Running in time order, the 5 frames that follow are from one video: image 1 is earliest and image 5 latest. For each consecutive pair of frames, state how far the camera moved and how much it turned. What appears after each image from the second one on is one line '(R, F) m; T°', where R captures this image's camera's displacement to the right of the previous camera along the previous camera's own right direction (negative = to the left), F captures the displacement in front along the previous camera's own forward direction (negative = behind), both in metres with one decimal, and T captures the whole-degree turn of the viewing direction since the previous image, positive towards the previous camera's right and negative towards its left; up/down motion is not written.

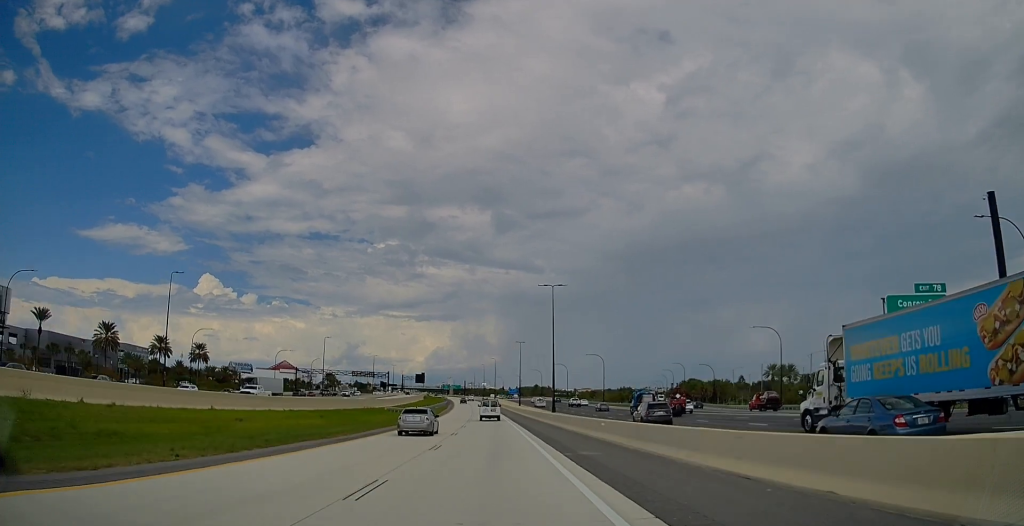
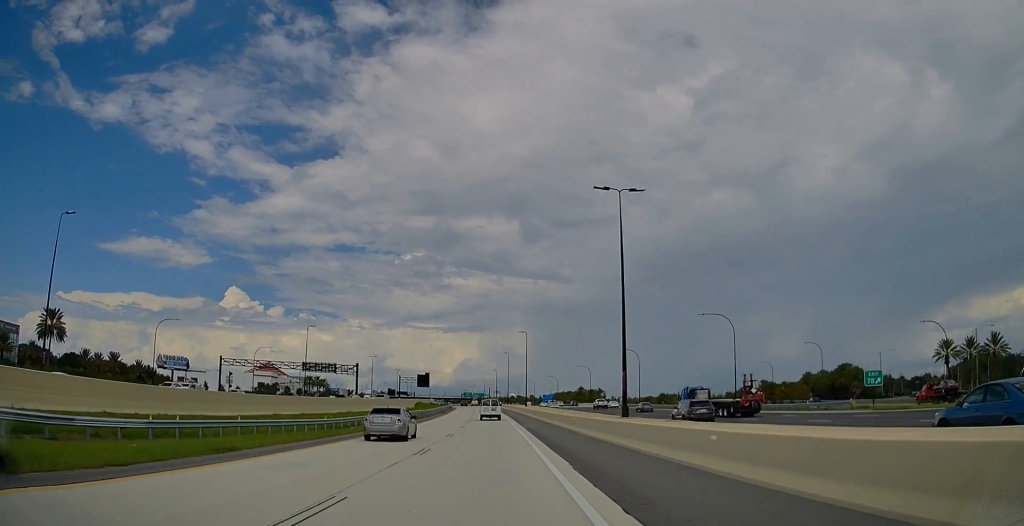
(-1.2, +86.8) m; -2°
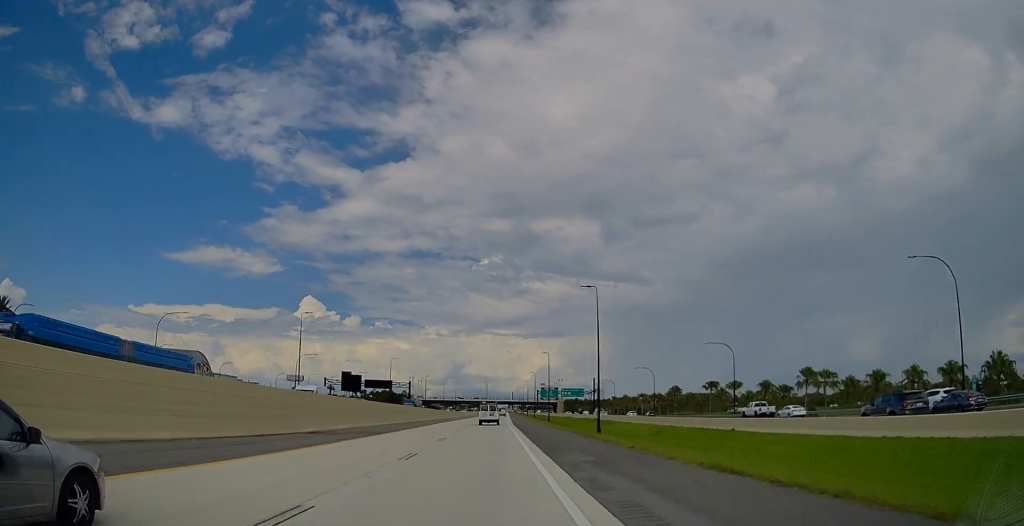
(-18.2, +293.1) m; -7°
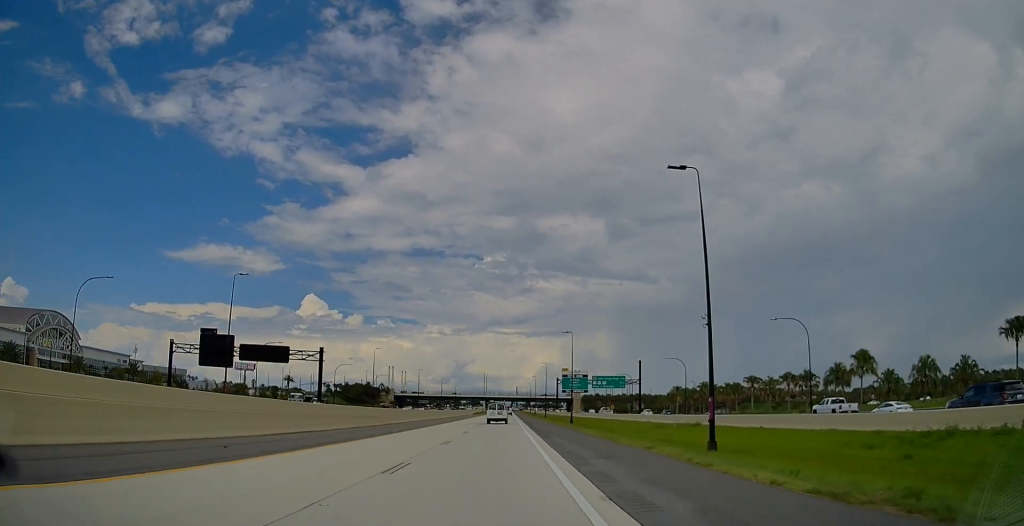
(-0.9, +89.9) m; -1°
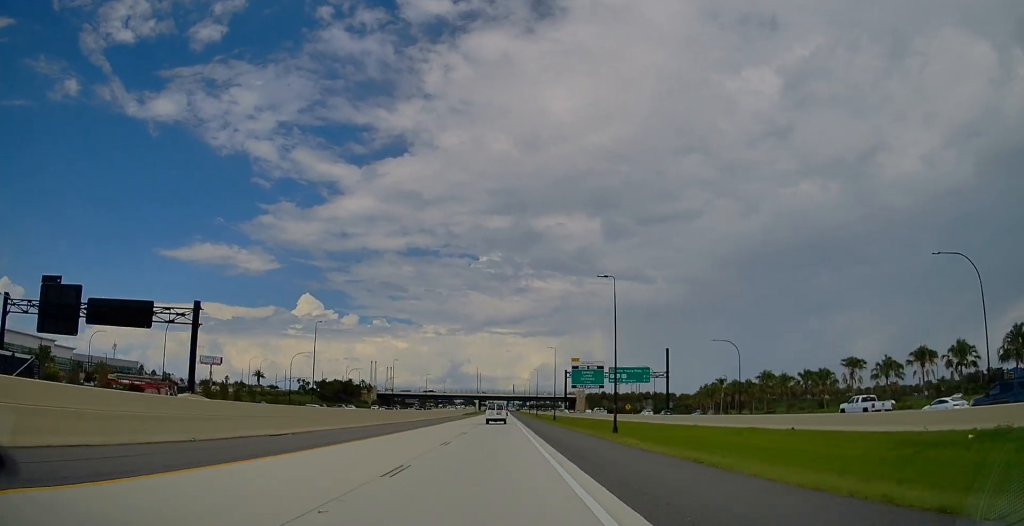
(0.0, +37.1) m; 0°
